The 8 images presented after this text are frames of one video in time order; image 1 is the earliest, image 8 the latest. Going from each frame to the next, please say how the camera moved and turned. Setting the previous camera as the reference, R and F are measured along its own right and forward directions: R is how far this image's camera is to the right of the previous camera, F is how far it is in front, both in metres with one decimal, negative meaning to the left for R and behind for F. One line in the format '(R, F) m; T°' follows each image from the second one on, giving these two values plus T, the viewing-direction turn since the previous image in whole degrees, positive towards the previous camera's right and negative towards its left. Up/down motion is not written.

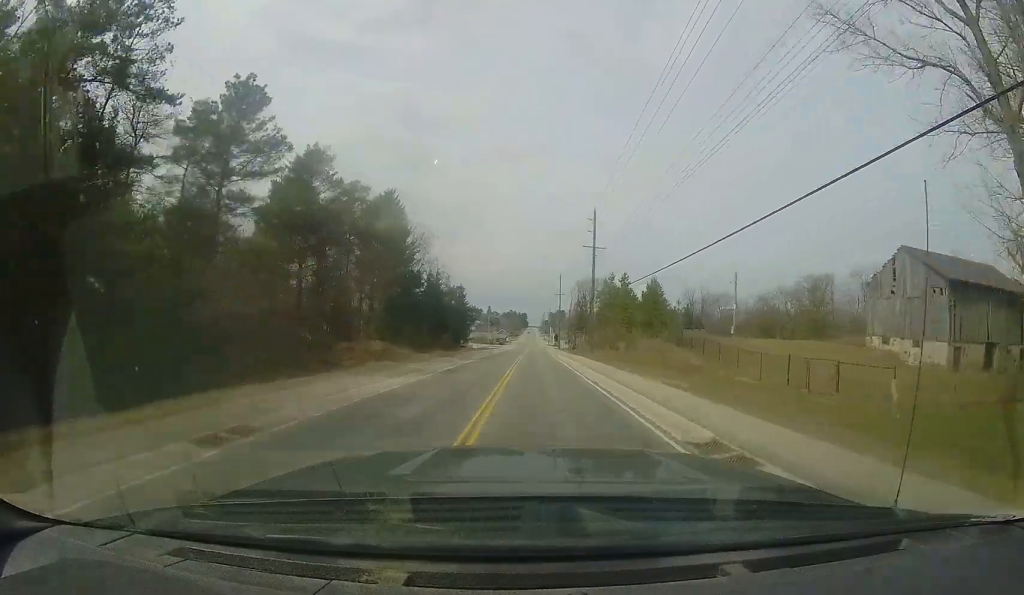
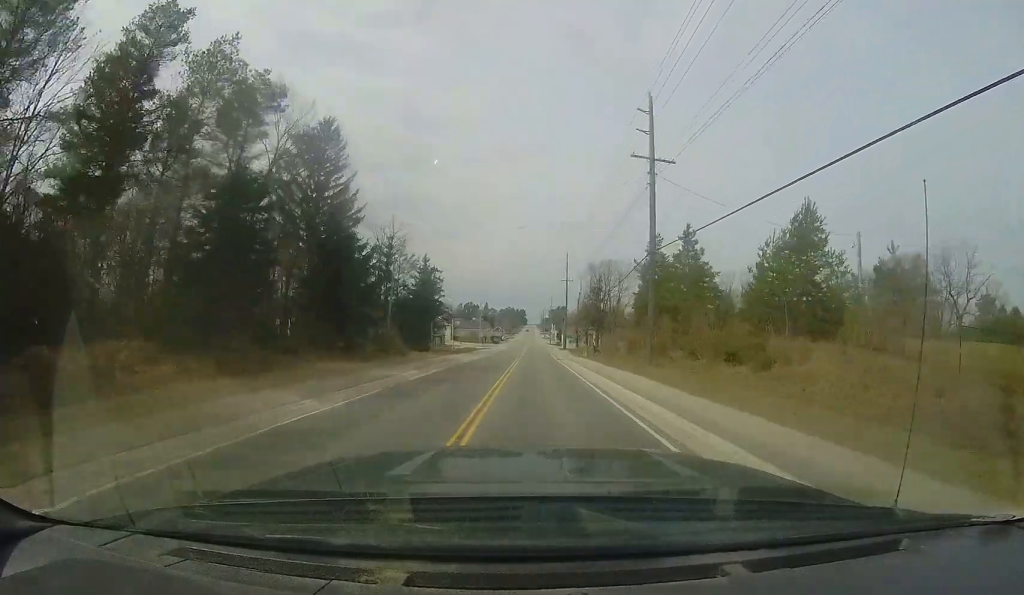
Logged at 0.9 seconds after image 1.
(0.0, +20.1) m; 0°
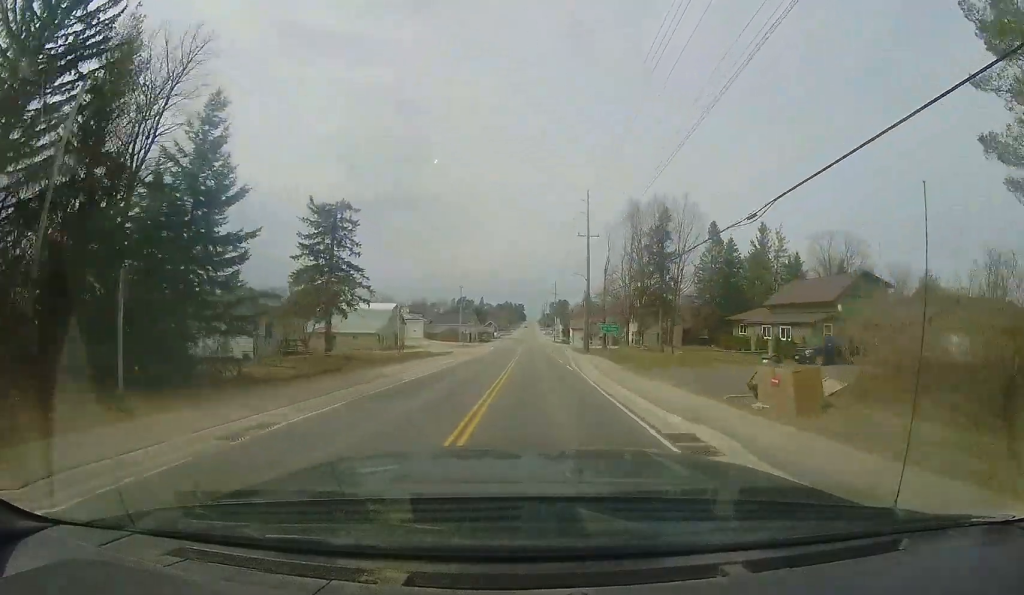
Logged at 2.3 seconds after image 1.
(-0.2, +30.4) m; 0°
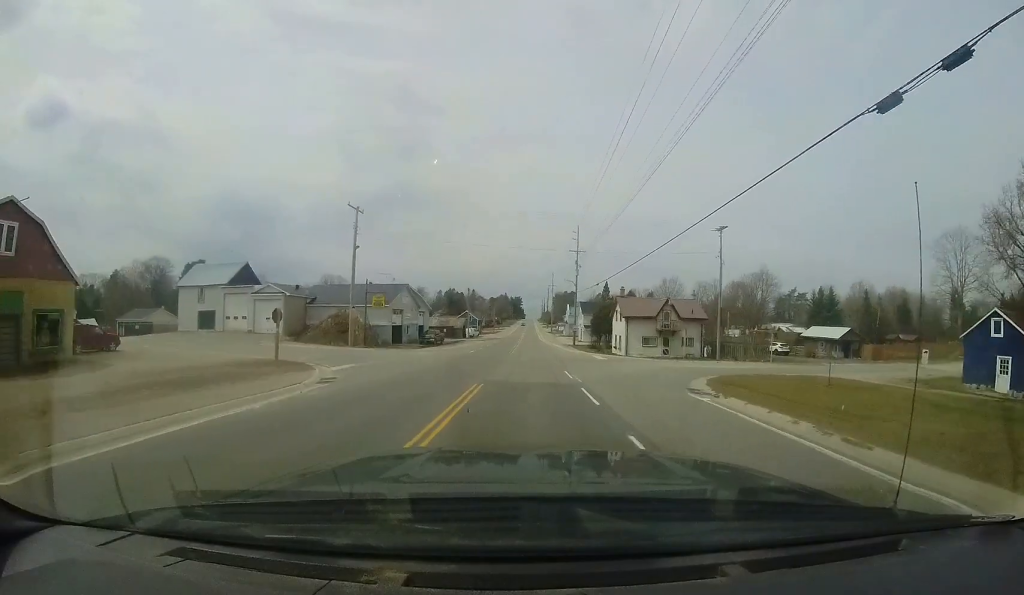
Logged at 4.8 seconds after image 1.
(0.0, +53.3) m; 0°
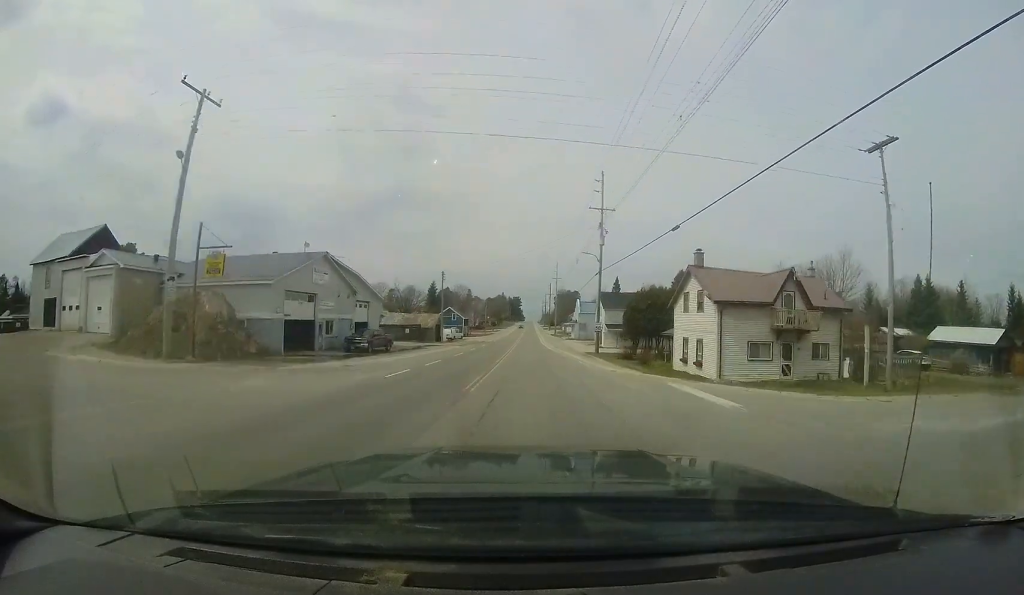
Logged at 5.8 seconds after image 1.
(+0.1, +20.5) m; 0°
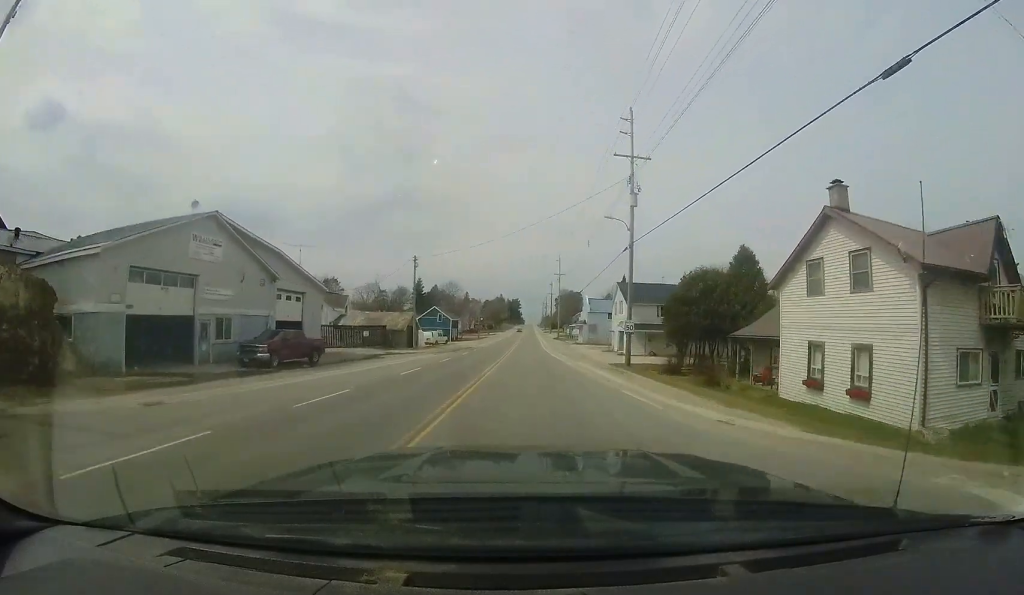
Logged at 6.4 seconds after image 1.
(-0.1, +11.9) m; 0°
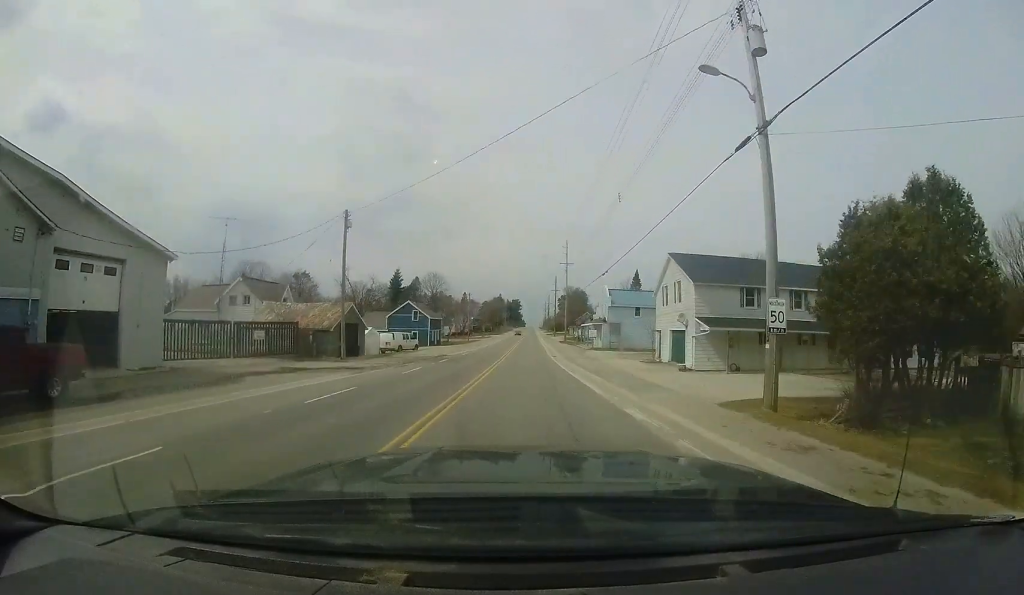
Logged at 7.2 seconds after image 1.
(+0.2, +14.4) m; +1°
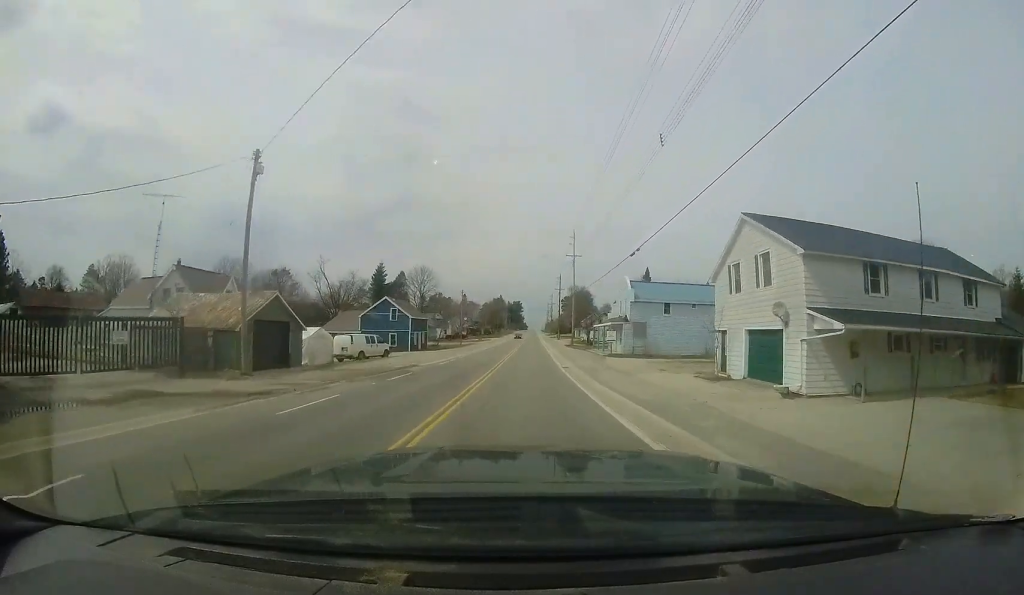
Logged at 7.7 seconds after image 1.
(0.0, +8.8) m; 0°
